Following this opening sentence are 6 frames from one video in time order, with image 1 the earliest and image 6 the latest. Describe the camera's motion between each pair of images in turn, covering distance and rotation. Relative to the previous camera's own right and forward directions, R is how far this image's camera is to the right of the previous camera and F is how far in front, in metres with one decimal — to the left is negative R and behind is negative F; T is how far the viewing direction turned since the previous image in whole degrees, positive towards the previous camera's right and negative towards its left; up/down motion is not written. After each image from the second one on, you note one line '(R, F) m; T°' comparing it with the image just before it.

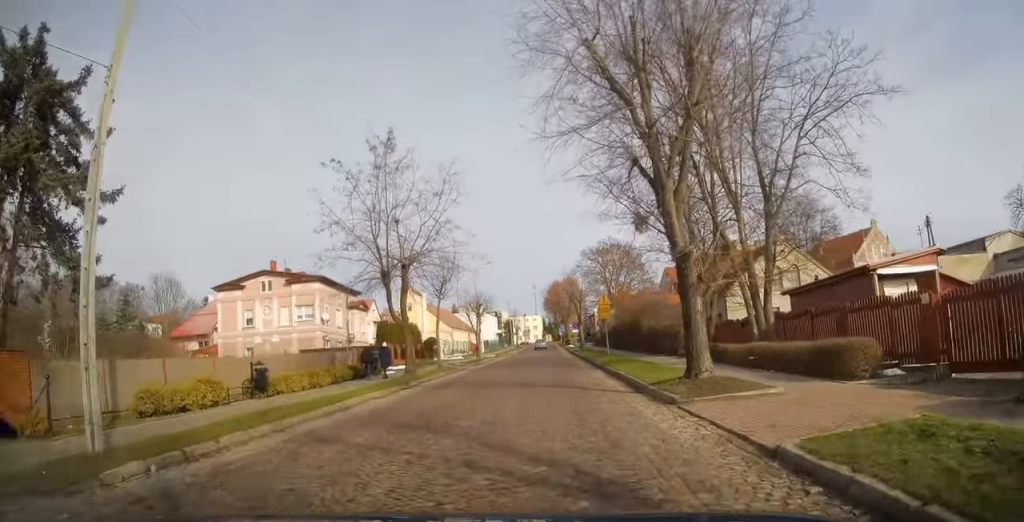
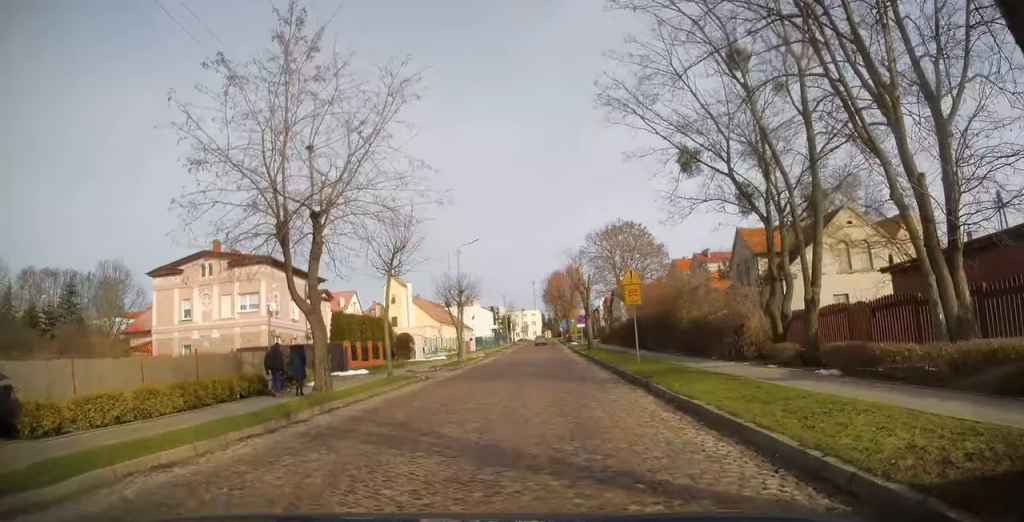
(+0.2, +10.9) m; 0°
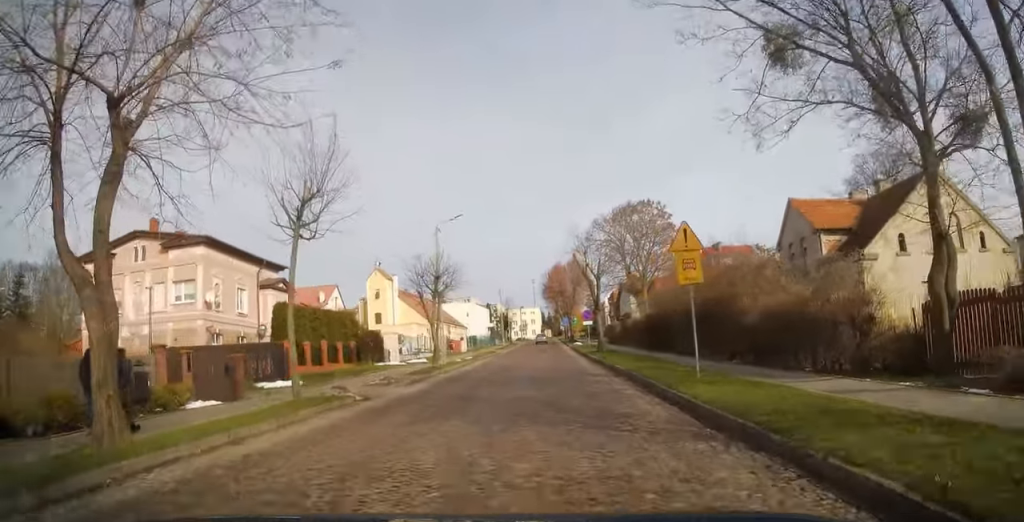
(-0.2, +8.8) m; +1°
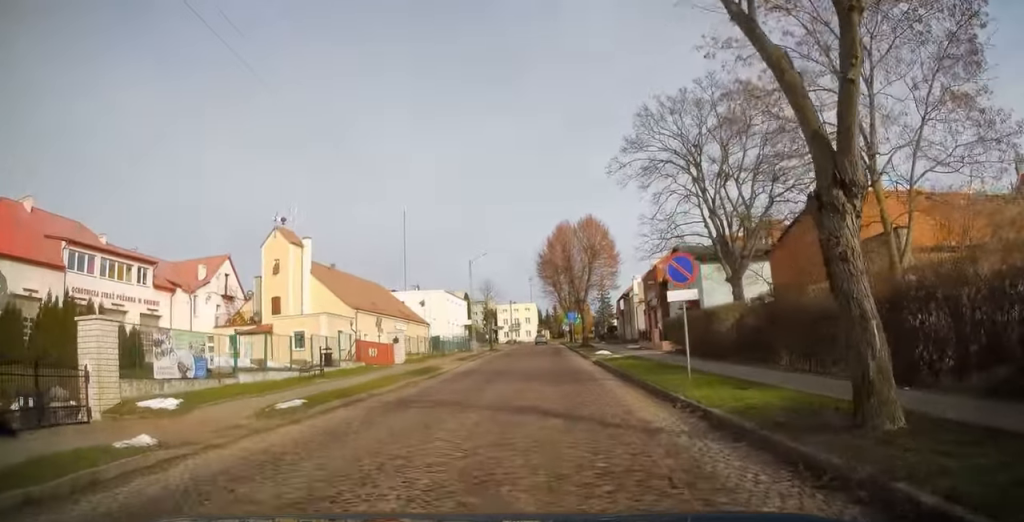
(+0.4, +32.1) m; +1°
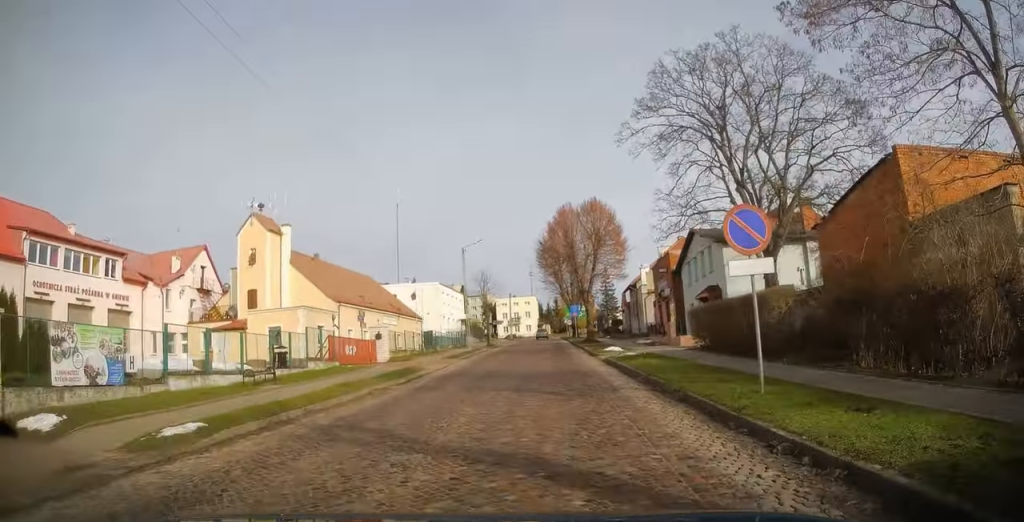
(+0.2, +4.7) m; 0°
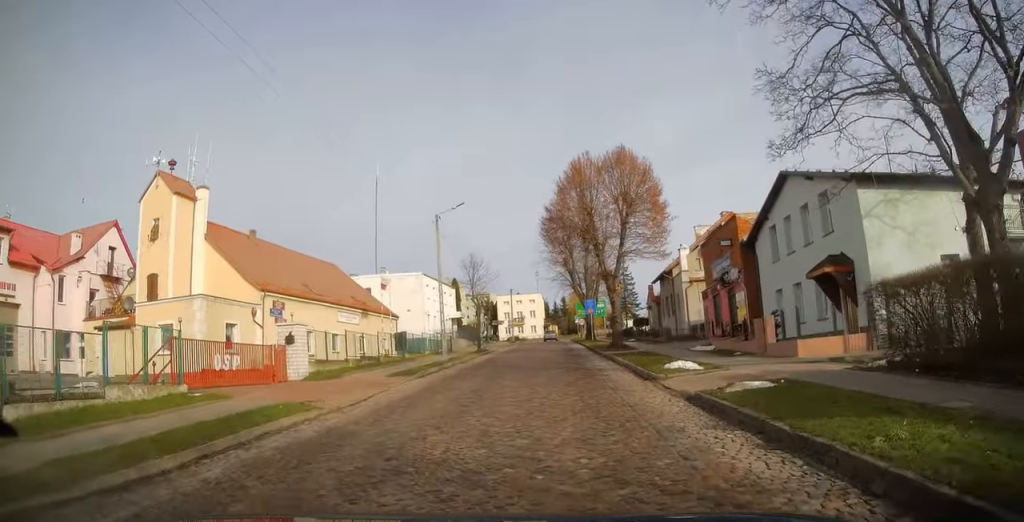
(-0.5, +14.6) m; -2°
